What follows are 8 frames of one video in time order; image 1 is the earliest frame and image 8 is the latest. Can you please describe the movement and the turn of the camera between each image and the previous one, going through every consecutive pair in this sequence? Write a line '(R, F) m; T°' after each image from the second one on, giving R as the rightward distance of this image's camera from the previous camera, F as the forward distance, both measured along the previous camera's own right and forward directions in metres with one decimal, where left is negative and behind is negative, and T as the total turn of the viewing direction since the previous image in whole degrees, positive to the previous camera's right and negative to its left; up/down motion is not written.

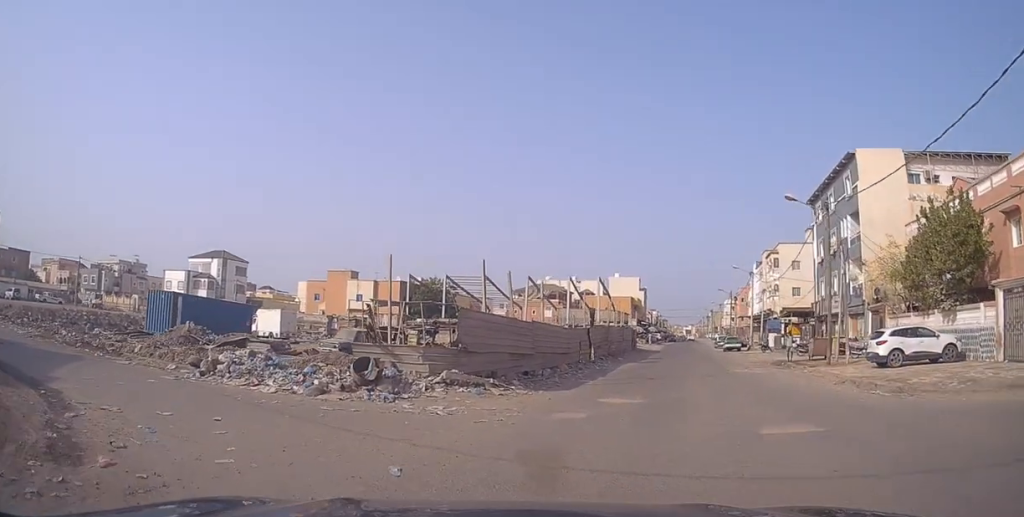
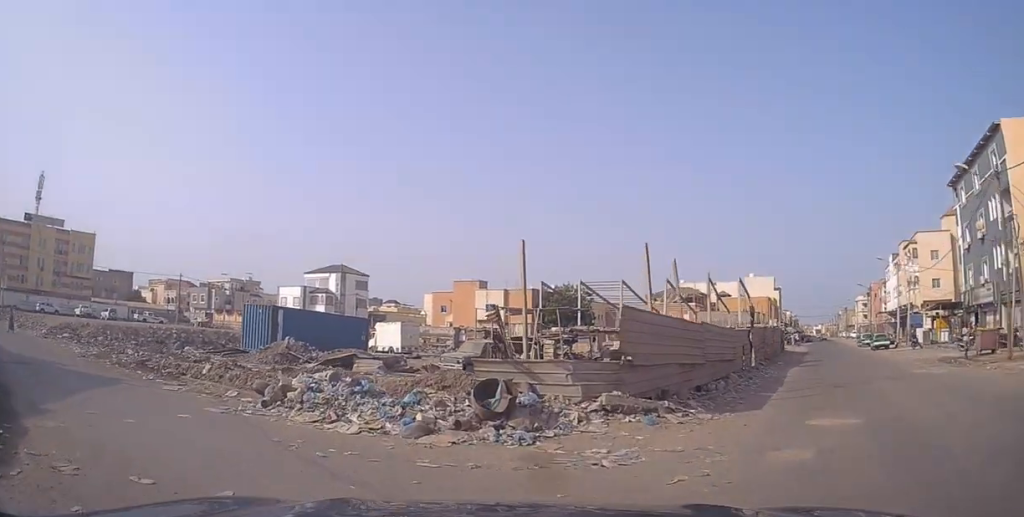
(0.0, +4.4) m; -11°
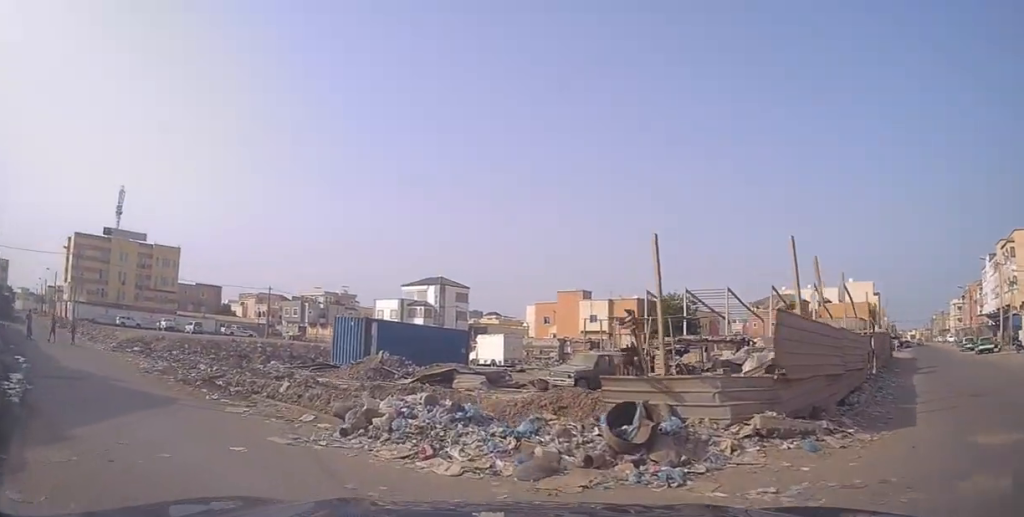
(0.0, +1.9) m; -9°
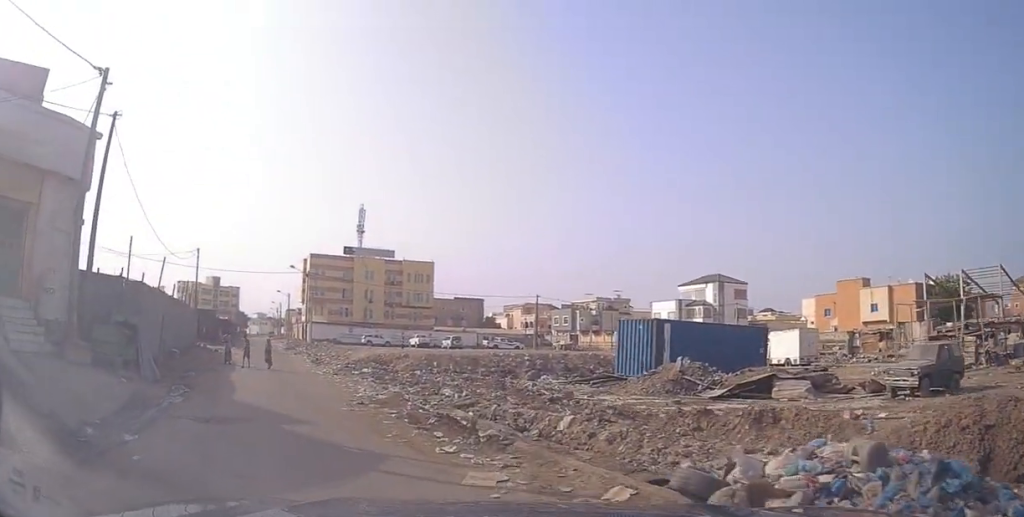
(-1.7, +4.5) m; -30°
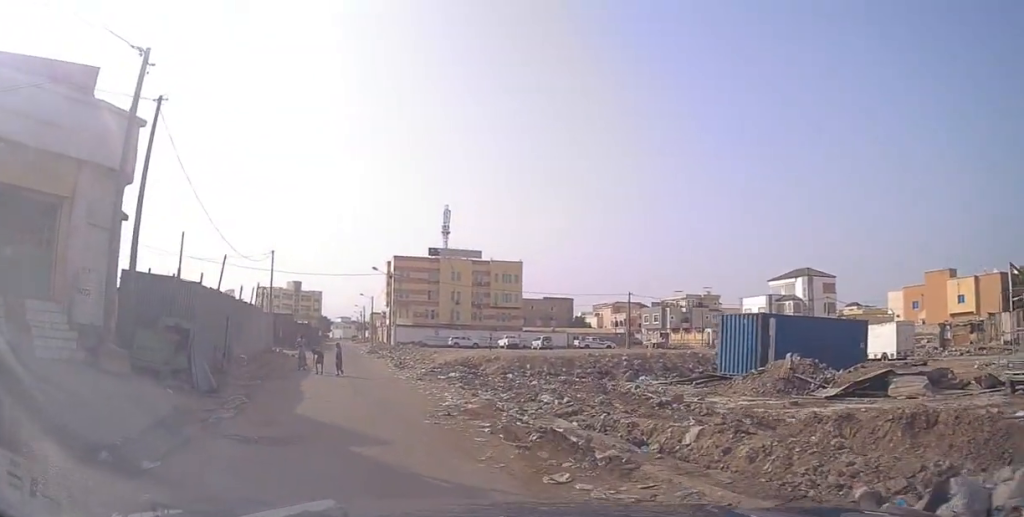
(-0.1, +1.7) m; -6°
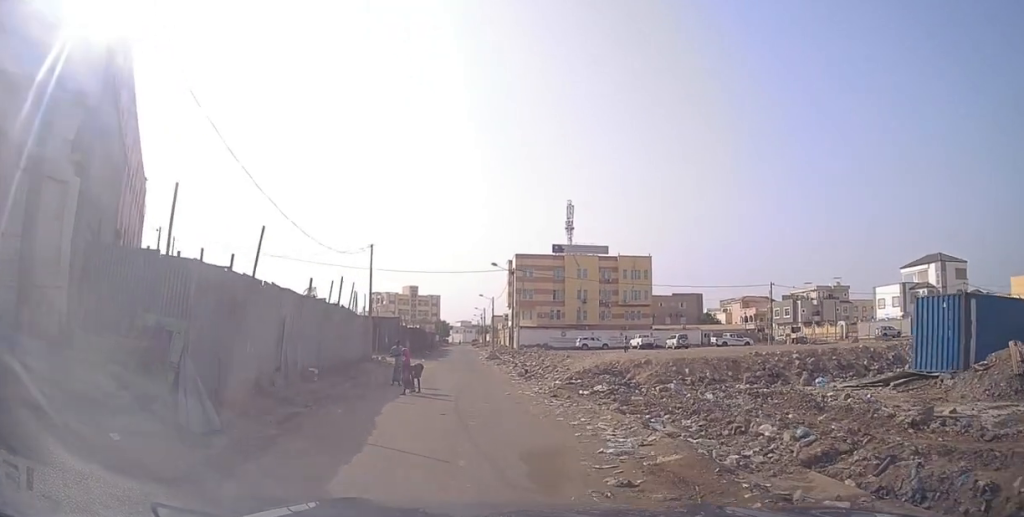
(-0.4, +6.5) m; -6°
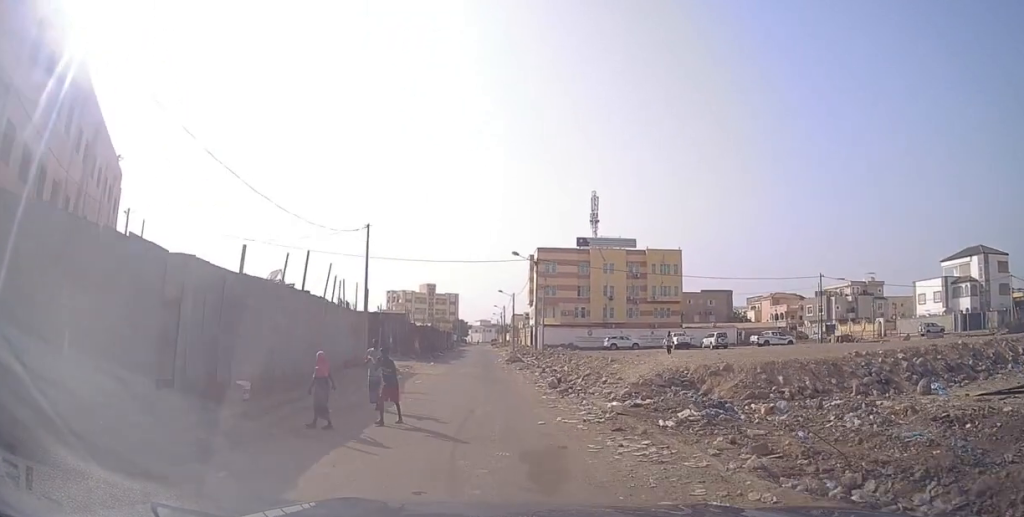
(-0.5, +6.4) m; -10°
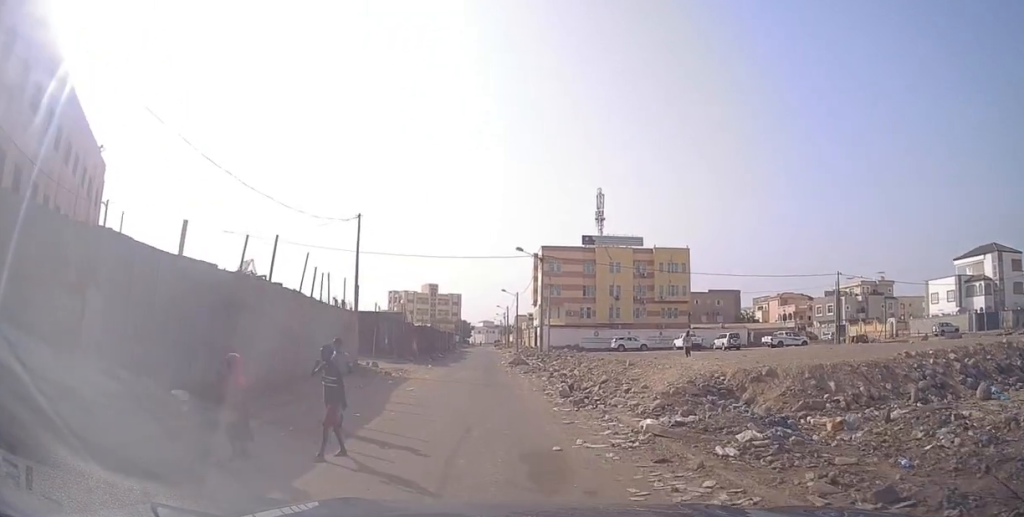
(-0.1, +2.6) m; -3°
